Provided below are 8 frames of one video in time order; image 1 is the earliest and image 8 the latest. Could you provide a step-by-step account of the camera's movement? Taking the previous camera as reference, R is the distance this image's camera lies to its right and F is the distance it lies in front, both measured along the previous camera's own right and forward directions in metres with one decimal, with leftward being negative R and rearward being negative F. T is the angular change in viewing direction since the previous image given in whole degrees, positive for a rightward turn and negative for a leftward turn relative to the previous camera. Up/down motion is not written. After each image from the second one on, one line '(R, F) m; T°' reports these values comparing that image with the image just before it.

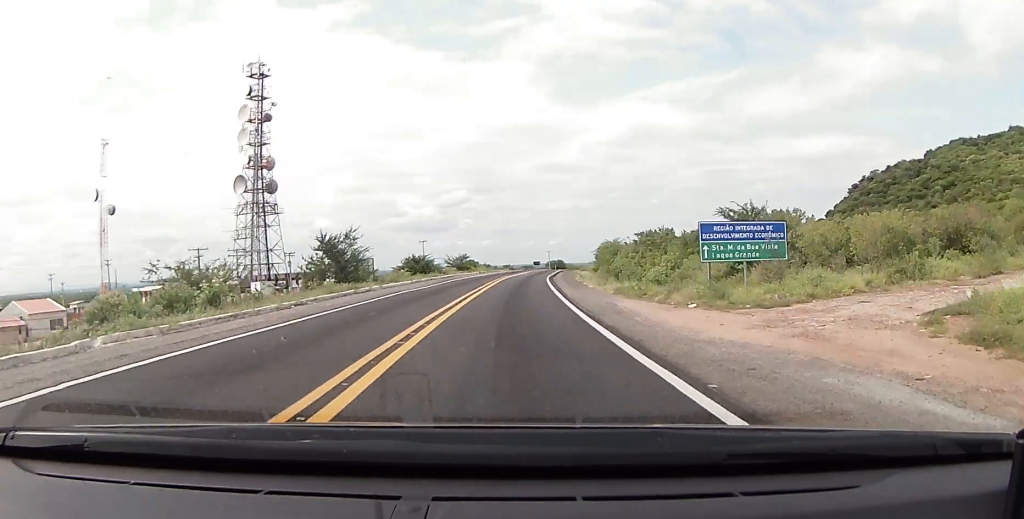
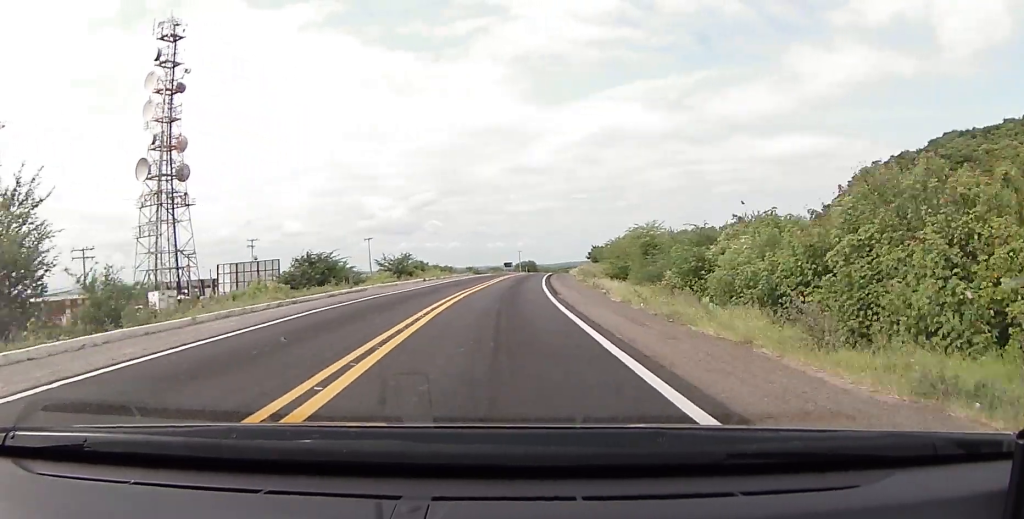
(+0.1, +28.9) m; +1°
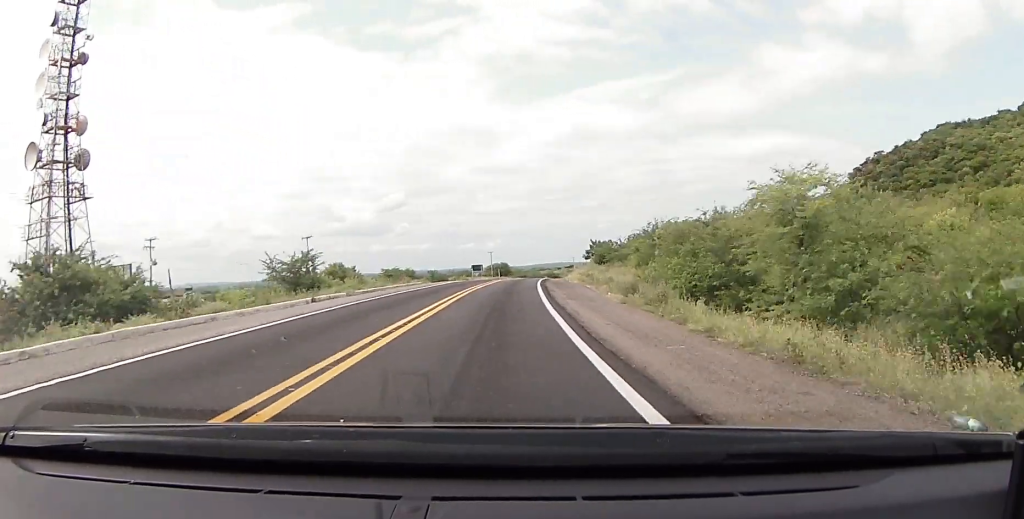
(+0.2, +24.0) m; +2°
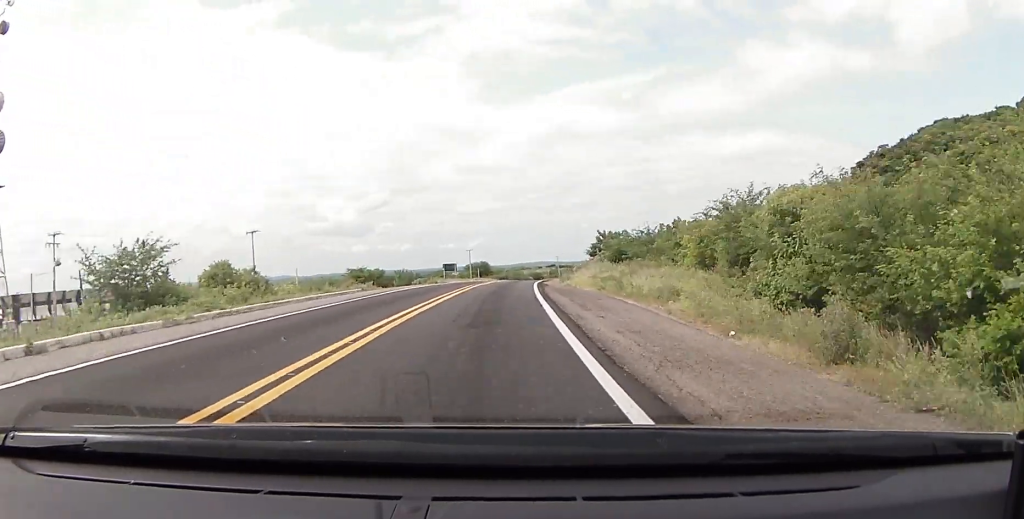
(+0.3, +16.4) m; +2°
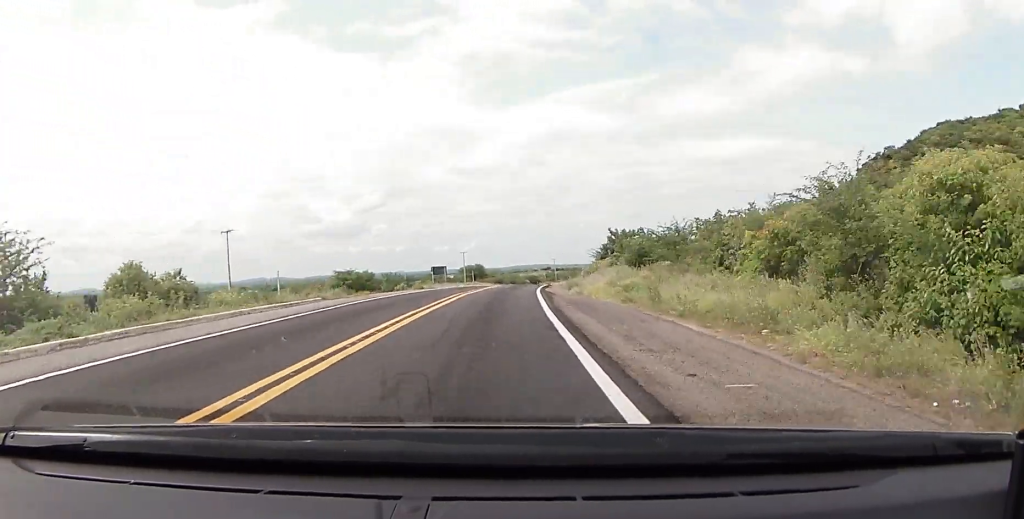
(+0.1, +7.4) m; 0°
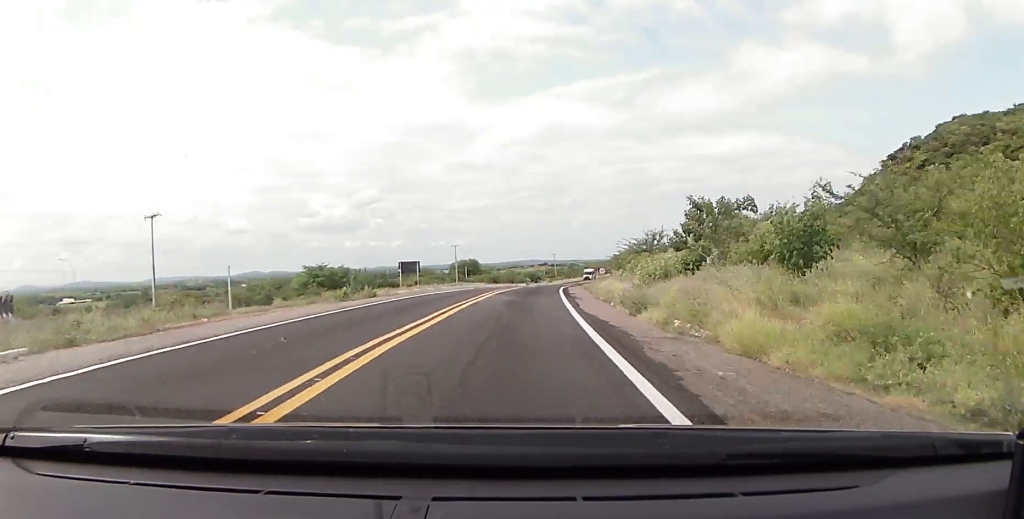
(+0.1, +19.0) m; 0°
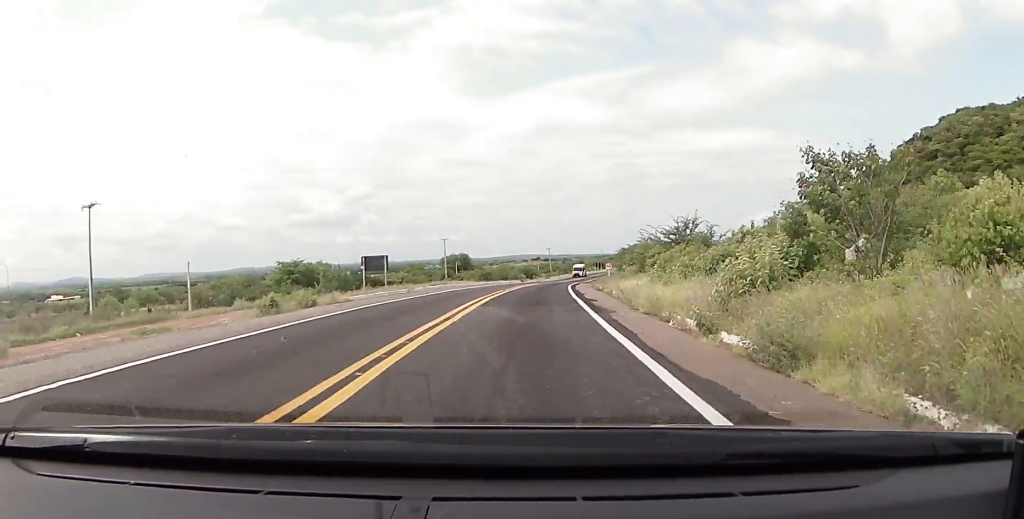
(-0.3, +10.3) m; +1°
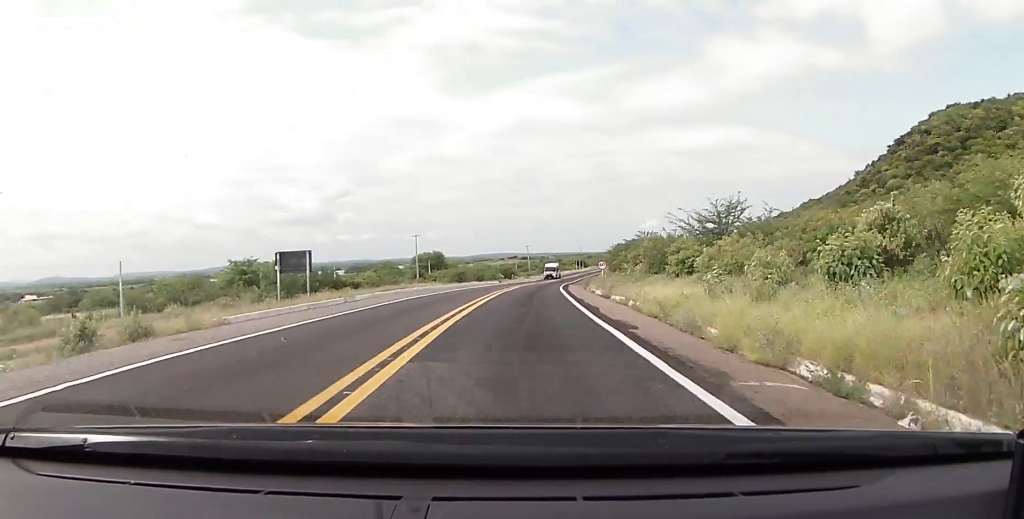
(+0.4, +10.8) m; +3°
